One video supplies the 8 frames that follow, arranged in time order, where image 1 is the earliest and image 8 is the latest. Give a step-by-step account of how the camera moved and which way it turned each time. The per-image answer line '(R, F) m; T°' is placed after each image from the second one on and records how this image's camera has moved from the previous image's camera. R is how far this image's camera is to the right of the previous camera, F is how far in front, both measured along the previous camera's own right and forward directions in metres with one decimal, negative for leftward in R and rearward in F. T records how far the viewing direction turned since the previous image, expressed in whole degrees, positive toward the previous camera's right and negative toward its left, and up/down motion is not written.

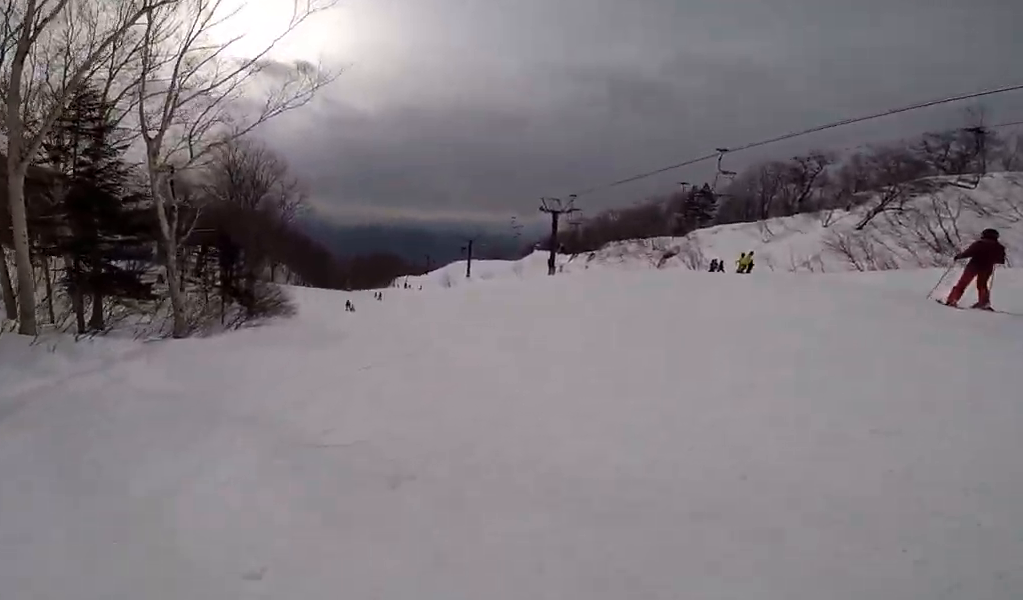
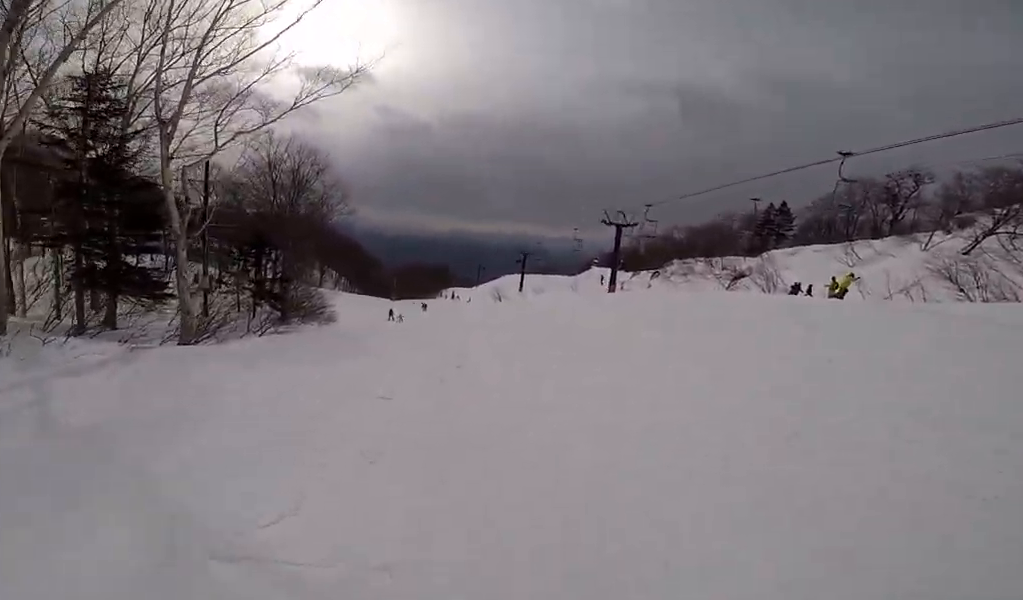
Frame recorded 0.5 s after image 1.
(-0.1, +2.4) m; -7°
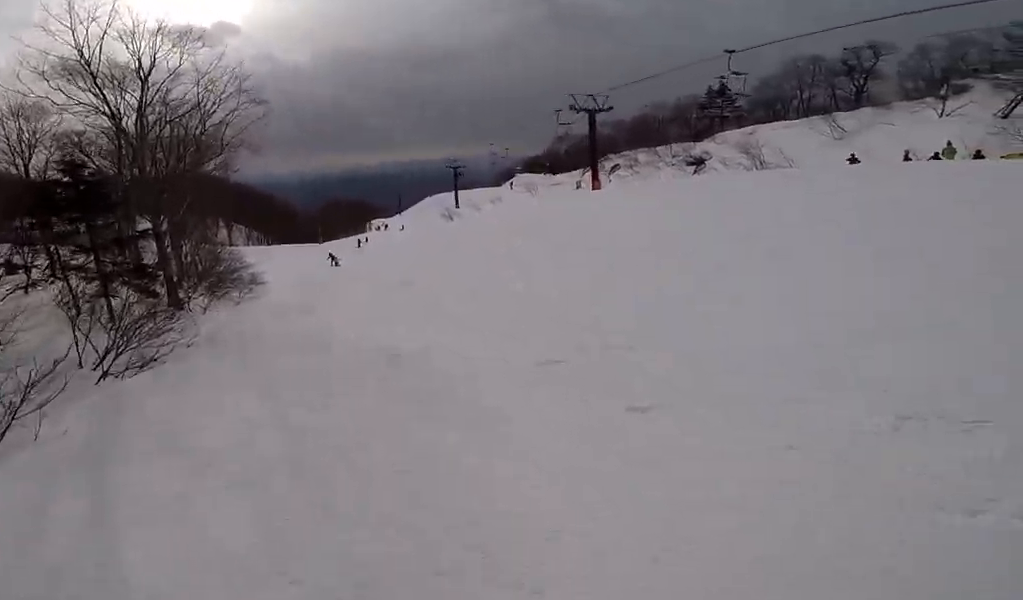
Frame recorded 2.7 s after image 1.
(-0.5, +11.9) m; +8°
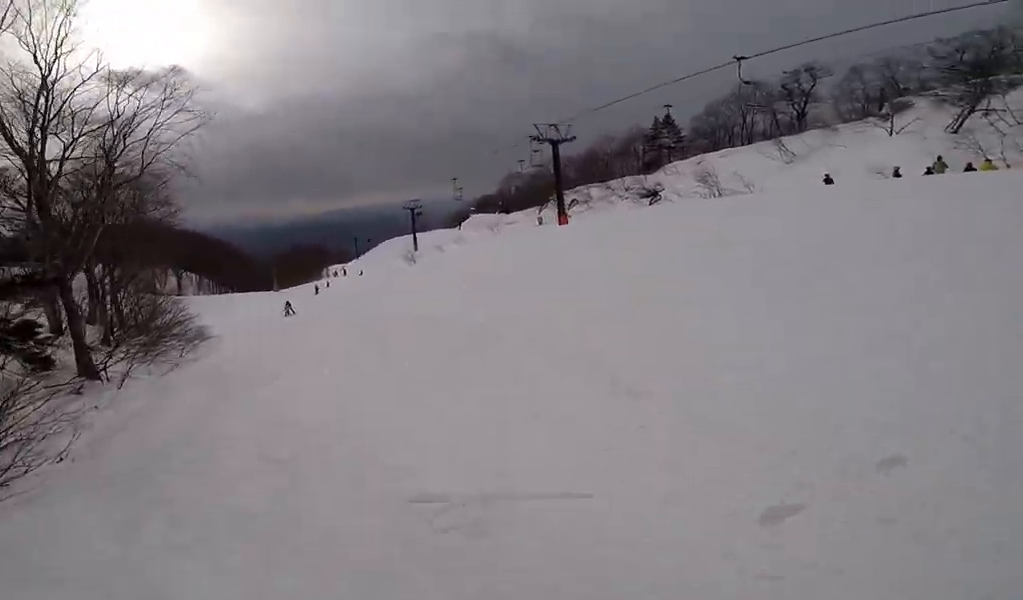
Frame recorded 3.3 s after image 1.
(+0.8, +3.4) m; -2°
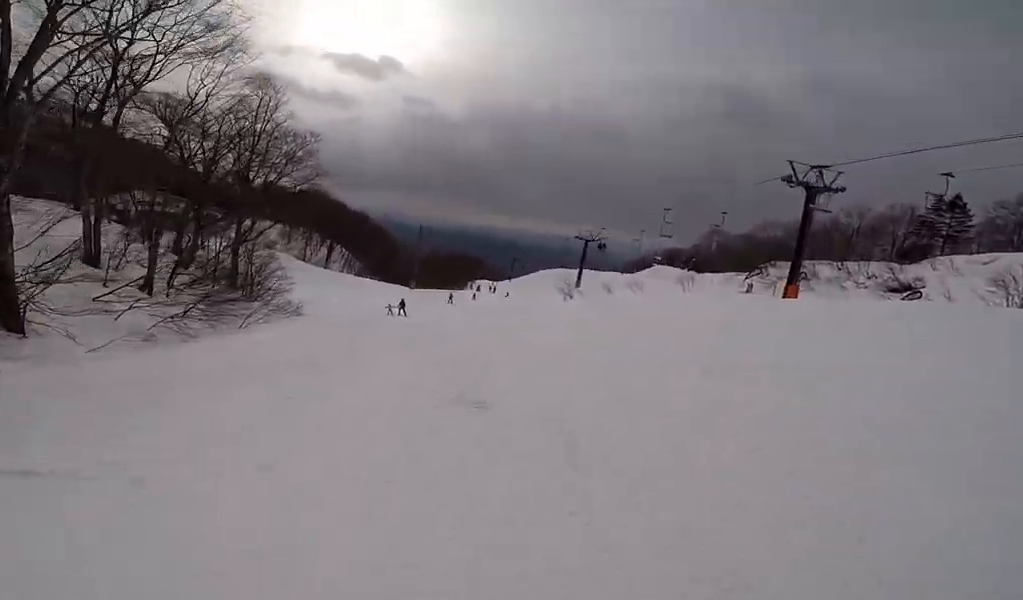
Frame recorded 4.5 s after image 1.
(-1.3, +6.3) m; -14°
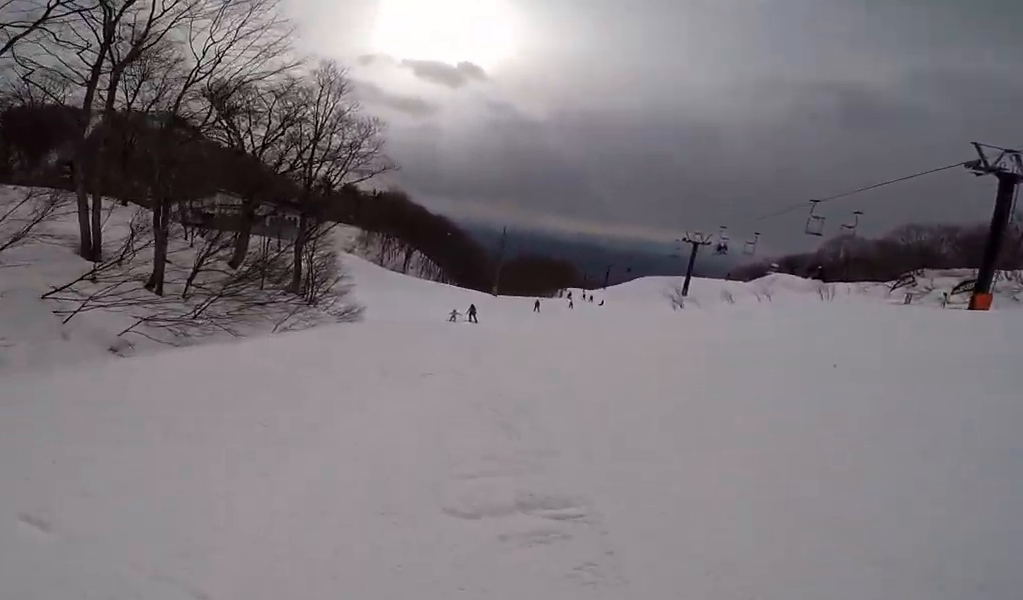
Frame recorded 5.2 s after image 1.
(+0.3, +3.7) m; -8°
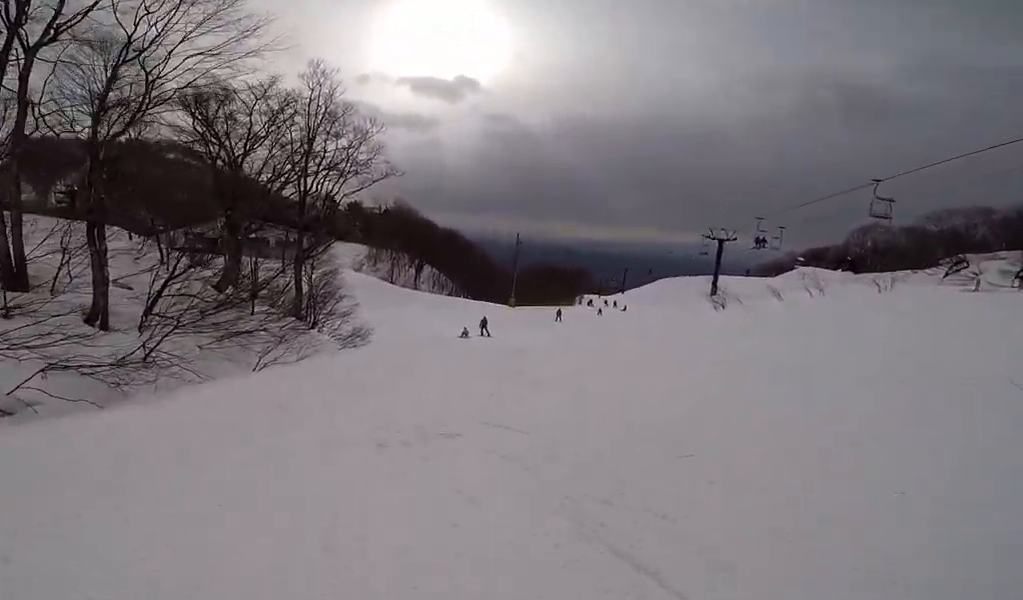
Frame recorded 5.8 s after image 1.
(-0.4, +3.1) m; +3°
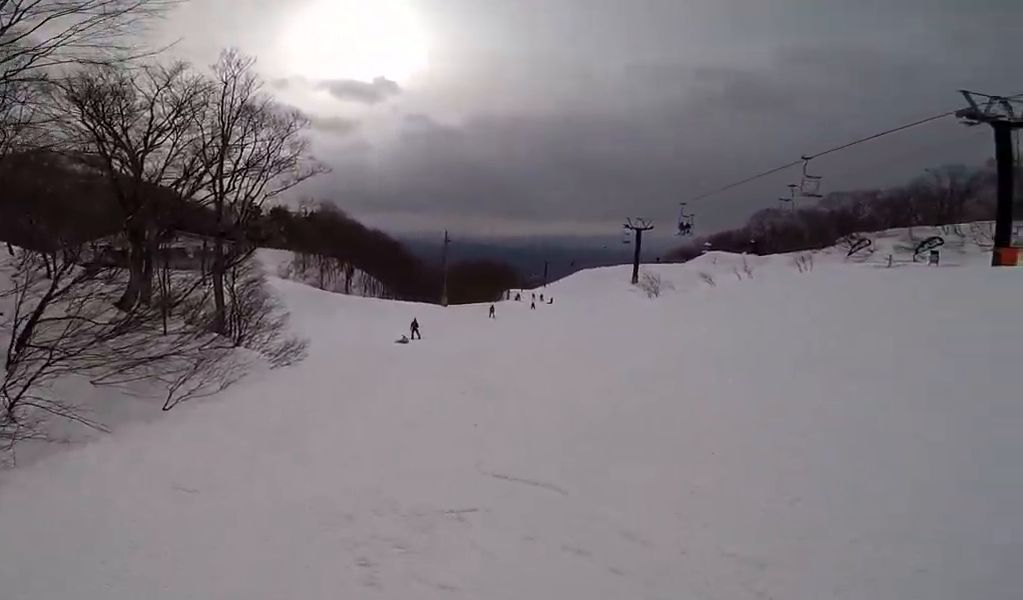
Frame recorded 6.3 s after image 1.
(-0.8, +2.1) m; +6°
